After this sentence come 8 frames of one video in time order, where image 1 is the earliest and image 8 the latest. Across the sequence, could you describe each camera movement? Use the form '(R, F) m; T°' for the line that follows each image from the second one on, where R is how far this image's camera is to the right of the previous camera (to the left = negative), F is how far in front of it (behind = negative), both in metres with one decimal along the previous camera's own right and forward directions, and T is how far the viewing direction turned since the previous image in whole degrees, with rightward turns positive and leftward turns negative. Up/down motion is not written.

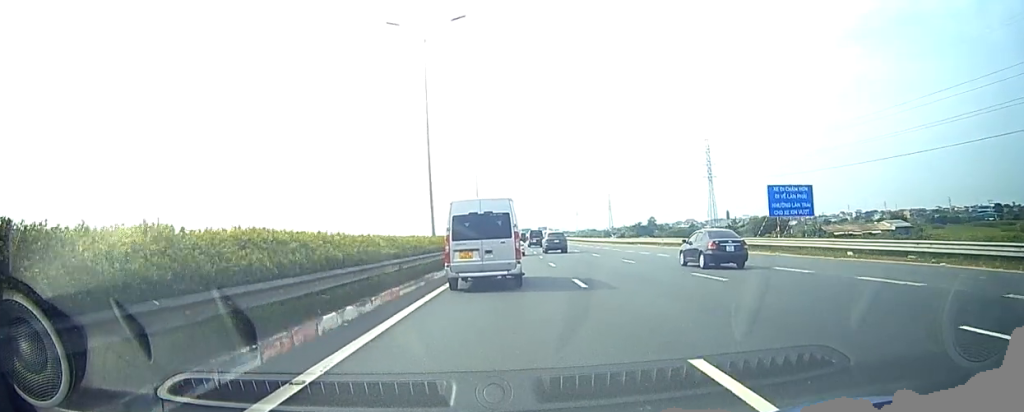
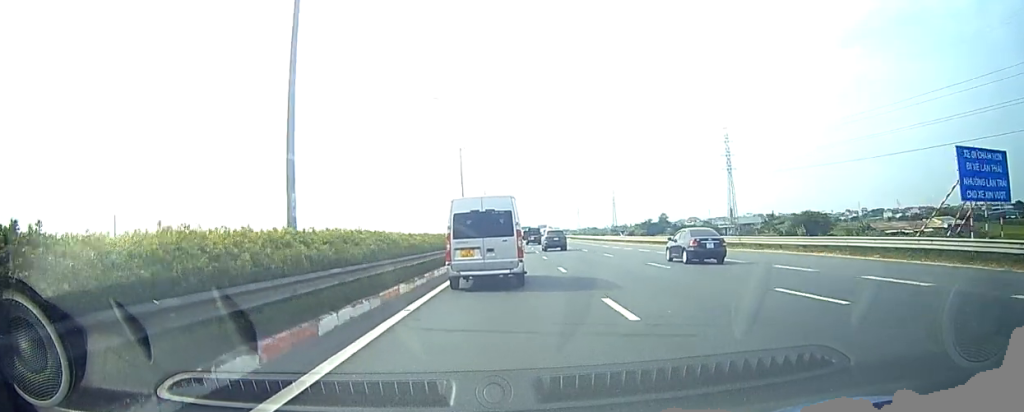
(0.0, +18.9) m; 0°
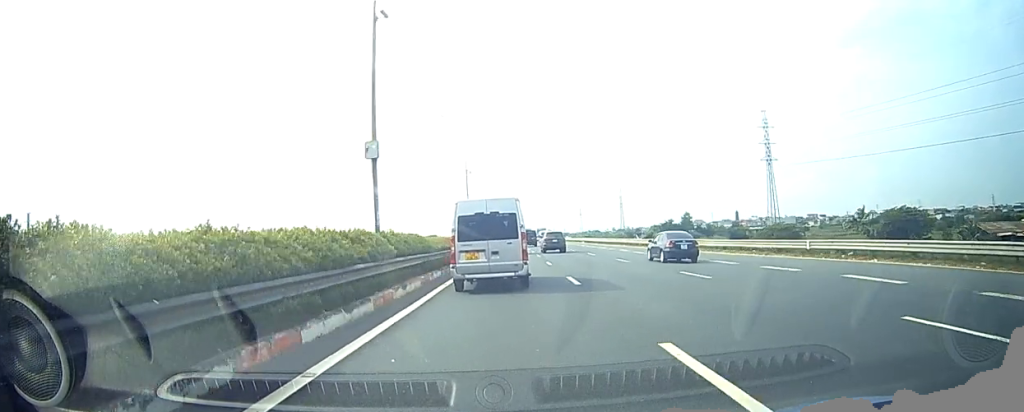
(0.0, +31.7) m; 0°
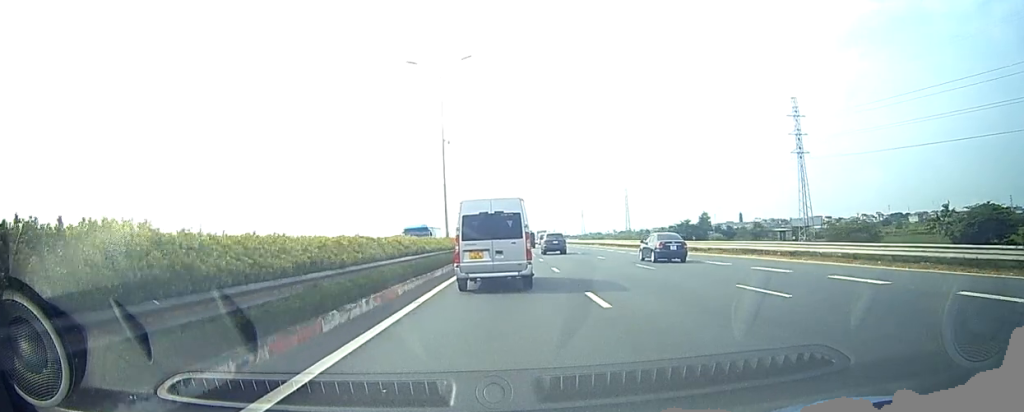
(0.0, +18.4) m; 0°
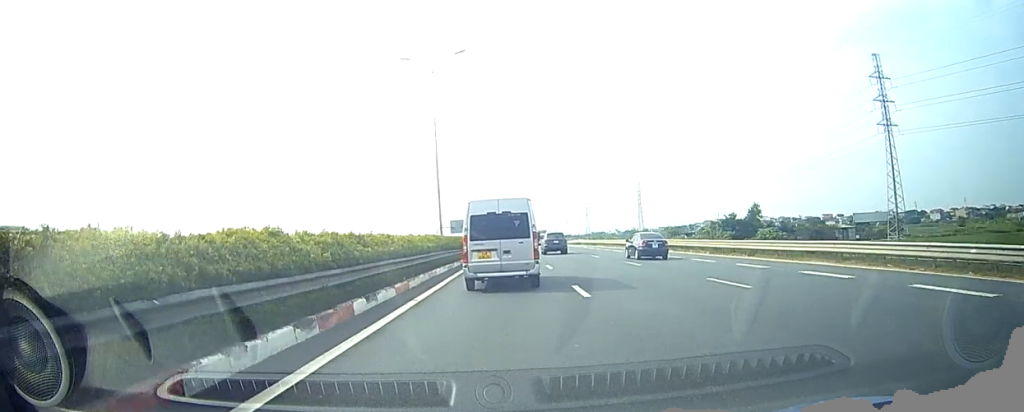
(0.0, +36.9) m; -1°
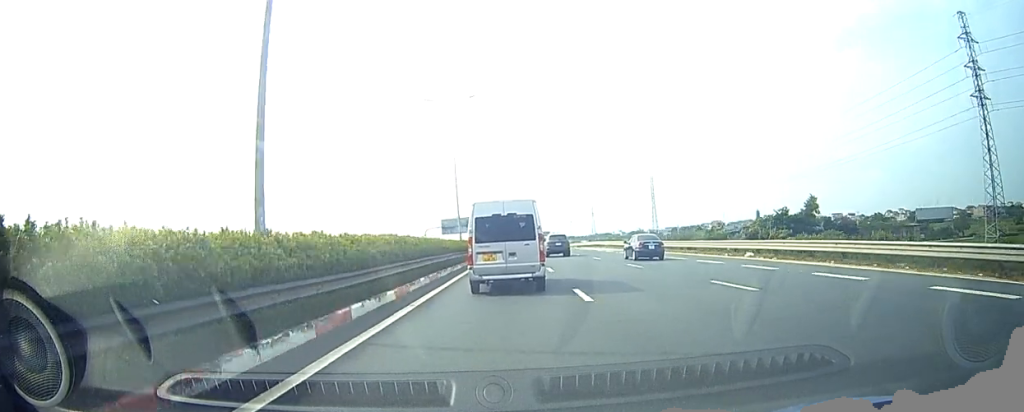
(-0.6, +26.1) m; 0°
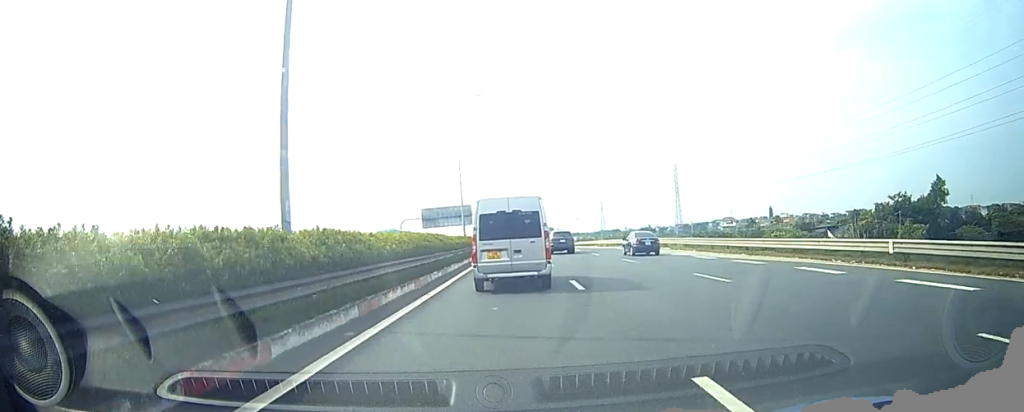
(+0.9, +34.0) m; +2°
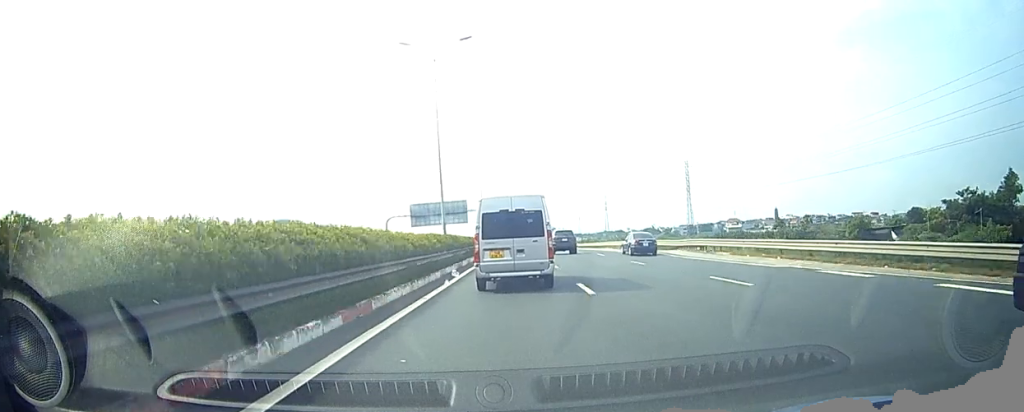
(0.0, +13.4) m; 0°
